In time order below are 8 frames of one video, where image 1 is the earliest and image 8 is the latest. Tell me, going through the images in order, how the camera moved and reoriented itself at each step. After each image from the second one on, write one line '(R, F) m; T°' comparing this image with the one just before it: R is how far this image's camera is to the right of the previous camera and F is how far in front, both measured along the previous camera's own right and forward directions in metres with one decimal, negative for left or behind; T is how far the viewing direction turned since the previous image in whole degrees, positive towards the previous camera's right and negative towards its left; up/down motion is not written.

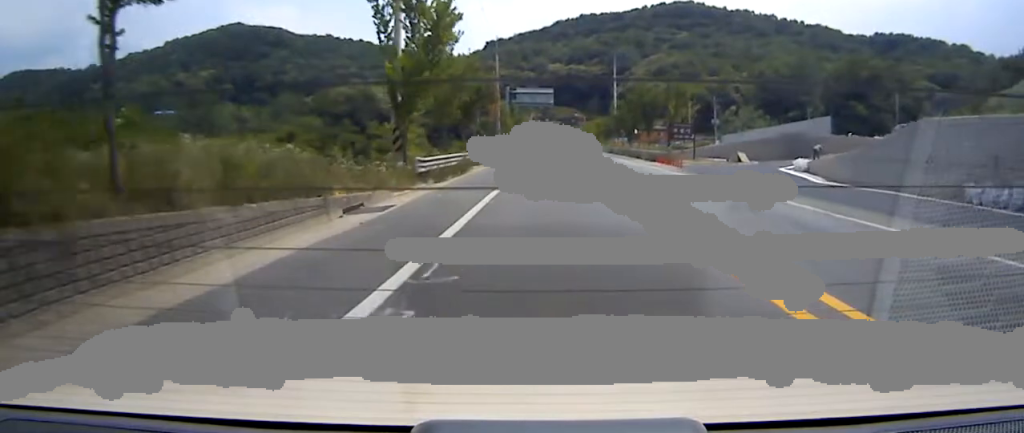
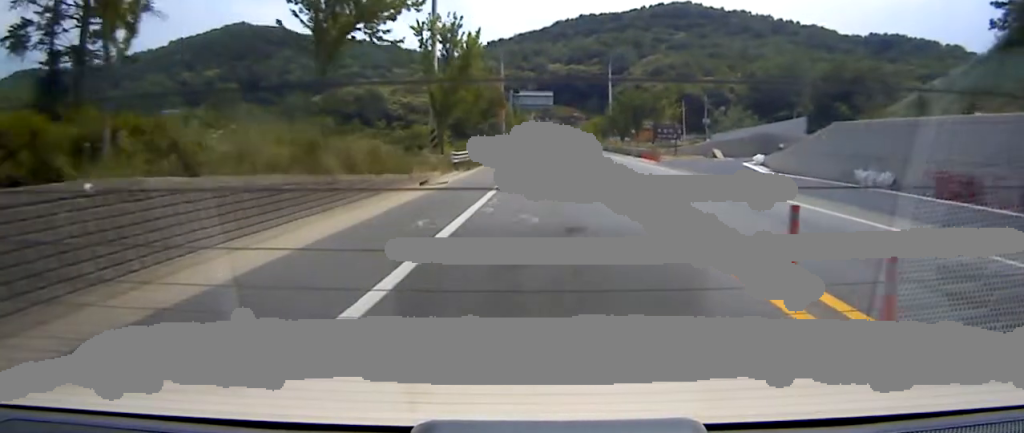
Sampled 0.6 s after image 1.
(0.0, +2.5) m; 0°
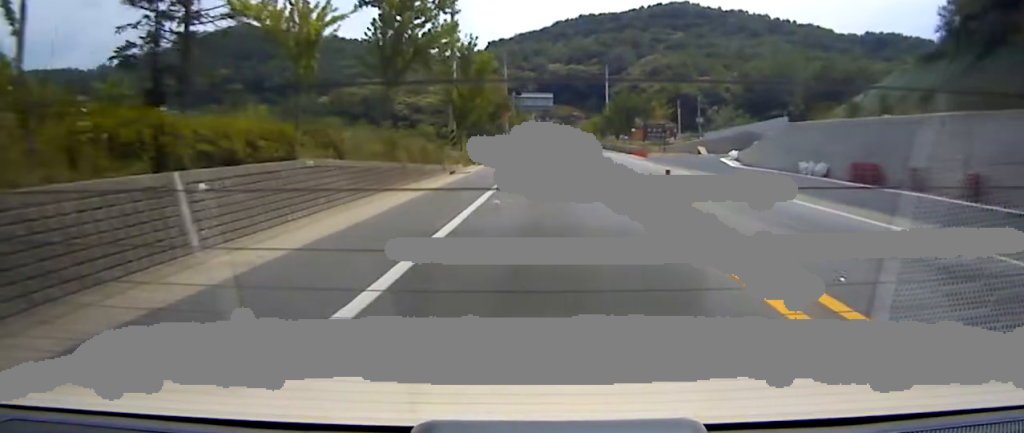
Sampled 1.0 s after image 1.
(0.0, +2.0) m; 0°
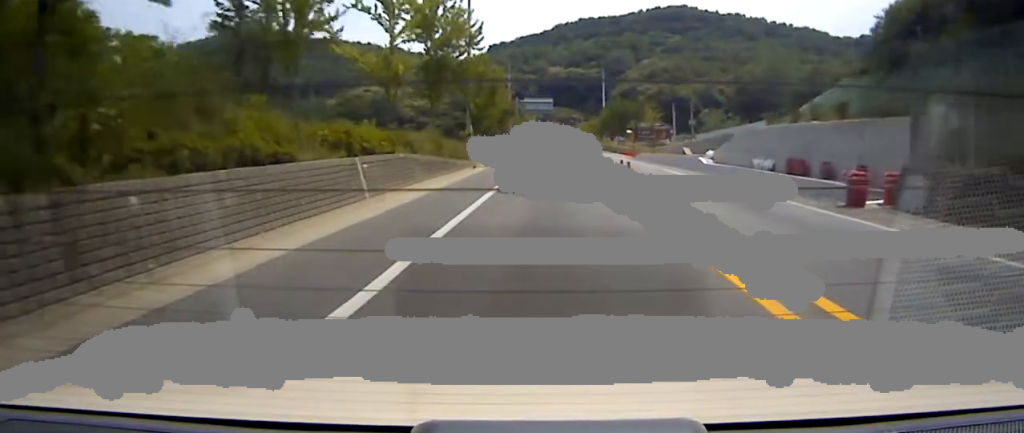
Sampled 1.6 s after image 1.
(0.0, +2.3) m; 0°
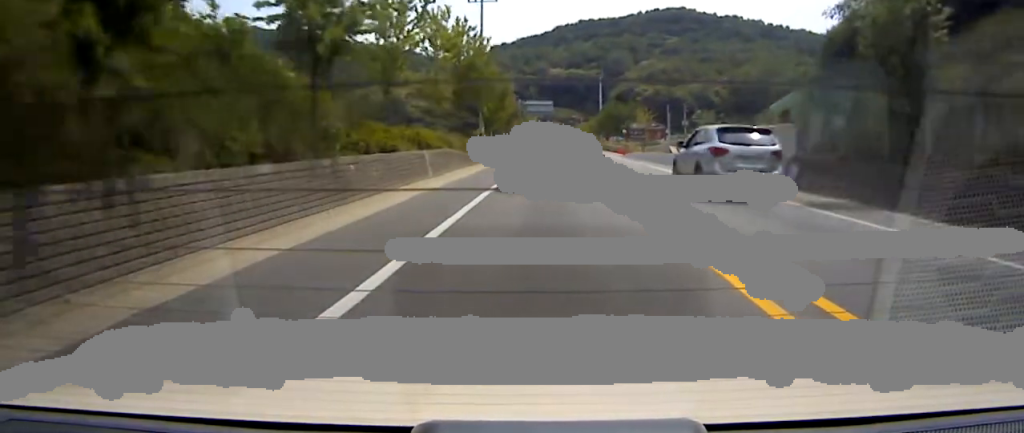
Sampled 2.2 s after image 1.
(0.0, +2.3) m; 0°
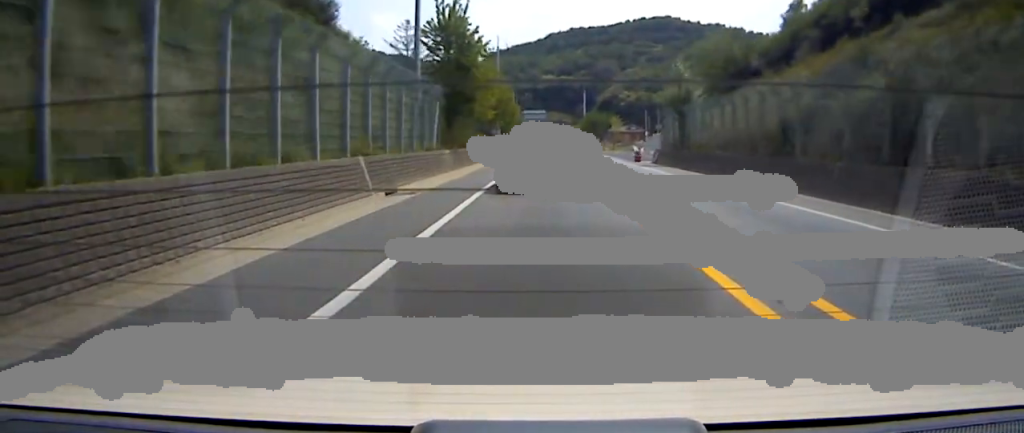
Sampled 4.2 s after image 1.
(-0.1, +8.2) m; -1°
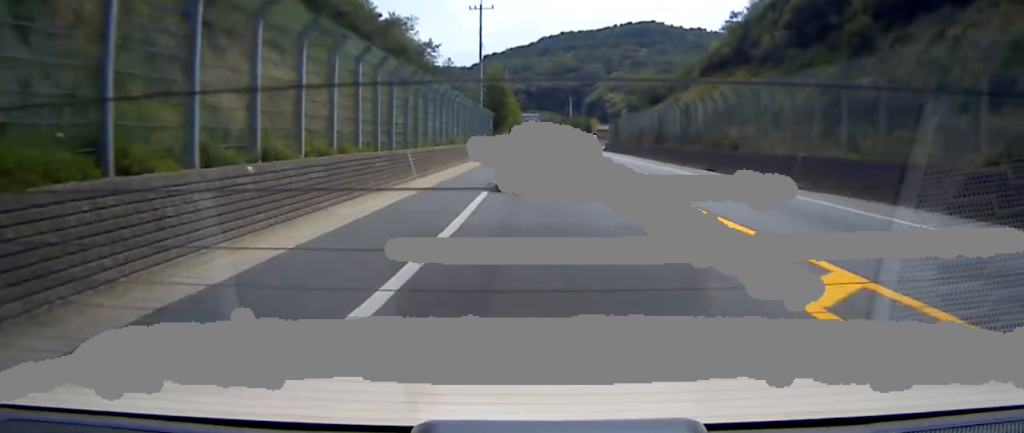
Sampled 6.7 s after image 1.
(+0.1, +12.9) m; +1°
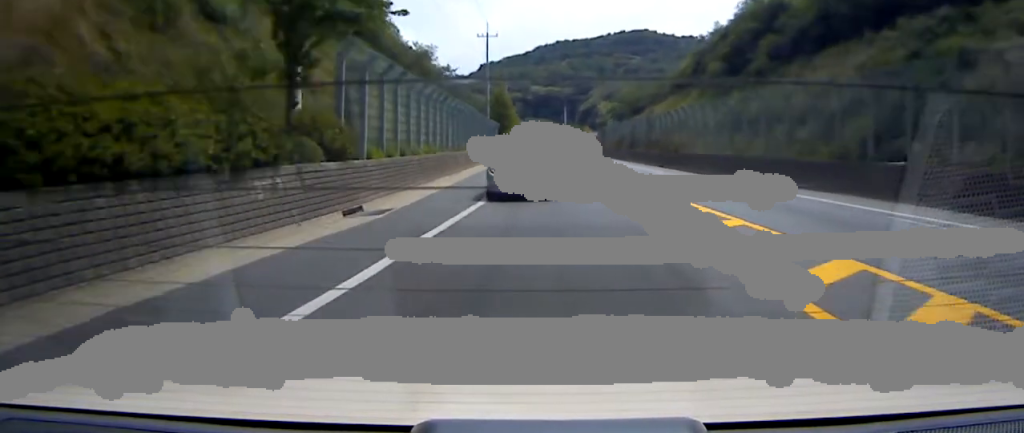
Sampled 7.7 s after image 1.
(0.0, +4.6) m; +1°
